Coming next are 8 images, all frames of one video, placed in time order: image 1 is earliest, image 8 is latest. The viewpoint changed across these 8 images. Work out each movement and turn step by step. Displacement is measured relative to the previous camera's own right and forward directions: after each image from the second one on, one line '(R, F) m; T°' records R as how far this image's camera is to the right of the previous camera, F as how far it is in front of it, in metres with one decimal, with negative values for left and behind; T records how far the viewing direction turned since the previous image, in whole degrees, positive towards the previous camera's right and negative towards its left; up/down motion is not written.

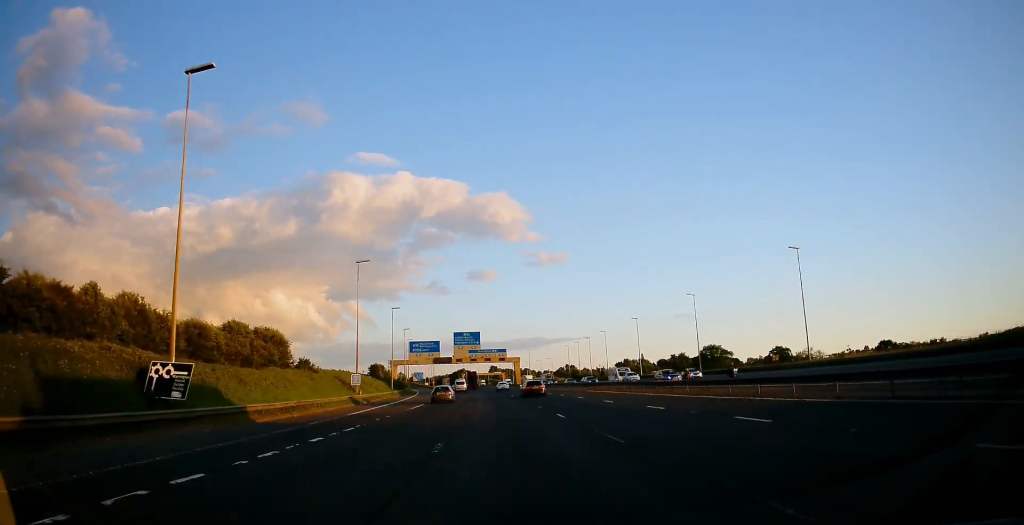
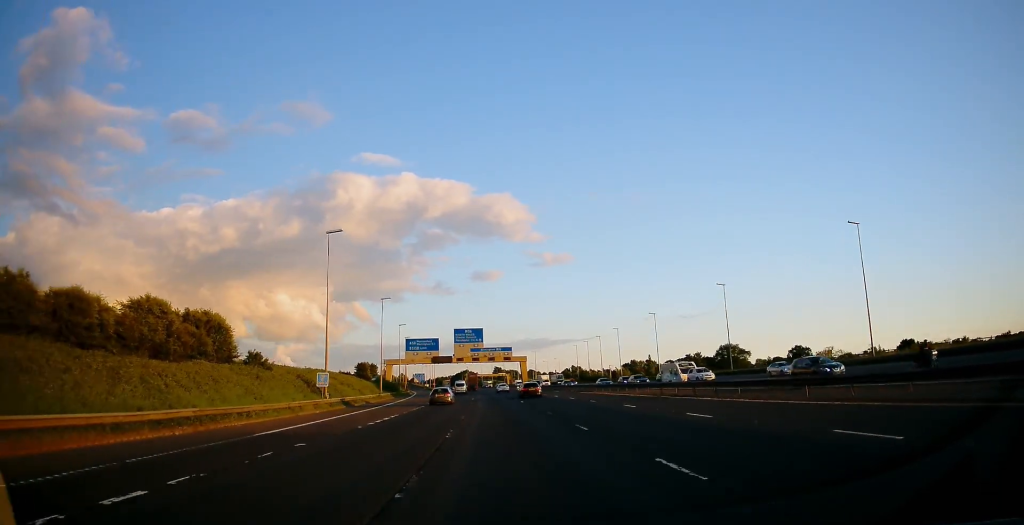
(0.0, +14.2) m; -1°
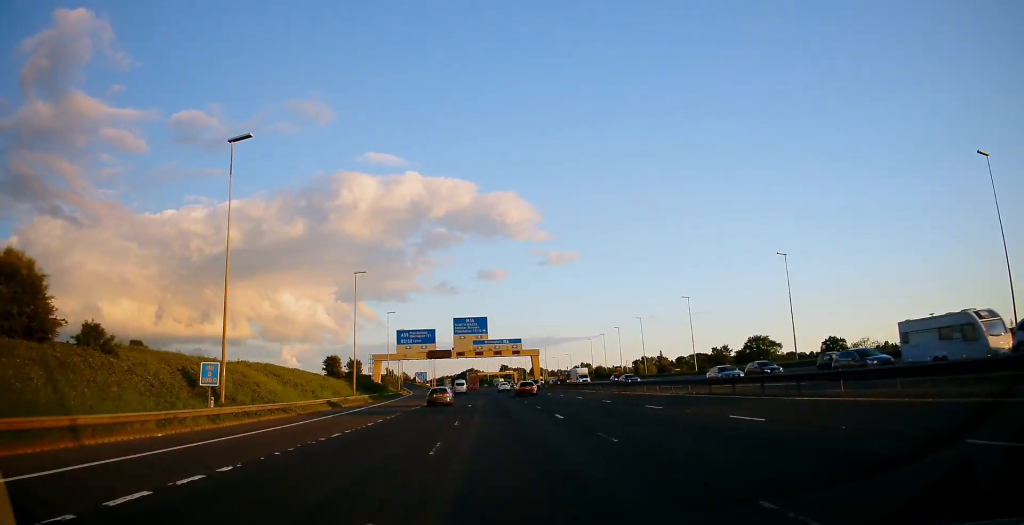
(-0.2, +21.6) m; -1°
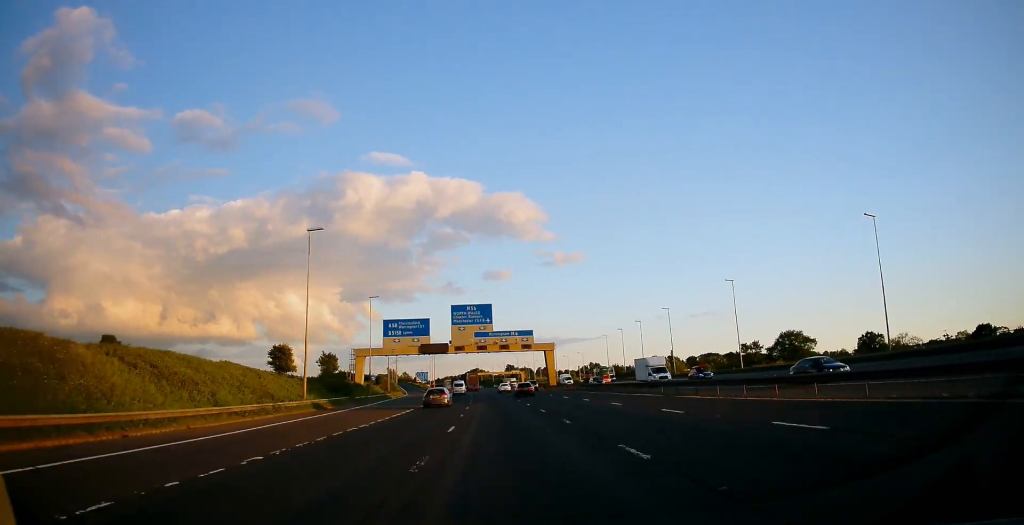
(-0.4, +20.1) m; 0°
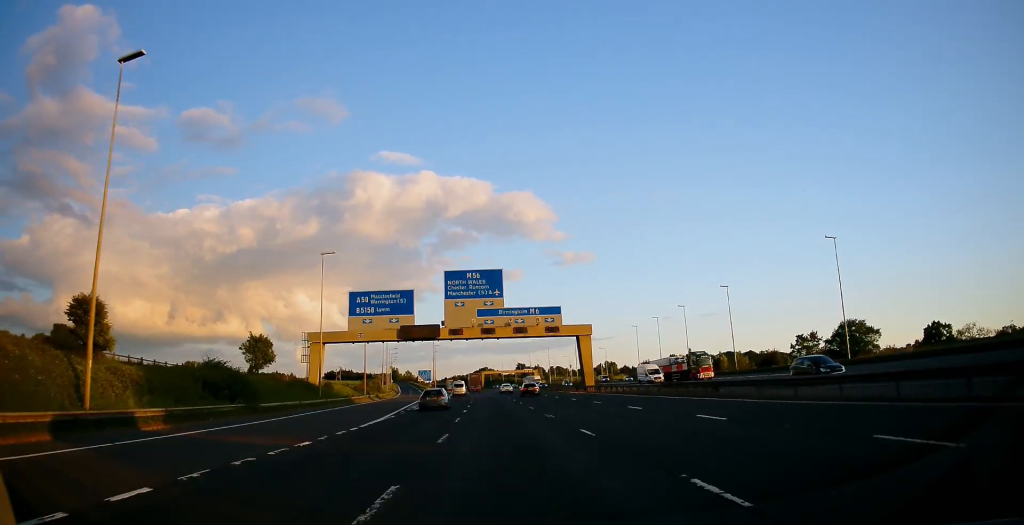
(+0.3, +30.9) m; 0°
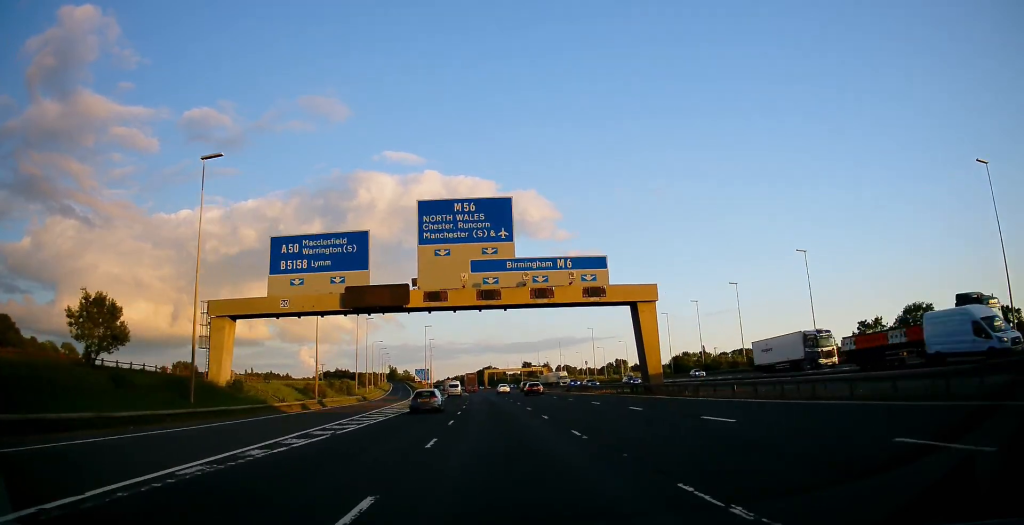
(-0.2, +27.1) m; -1°
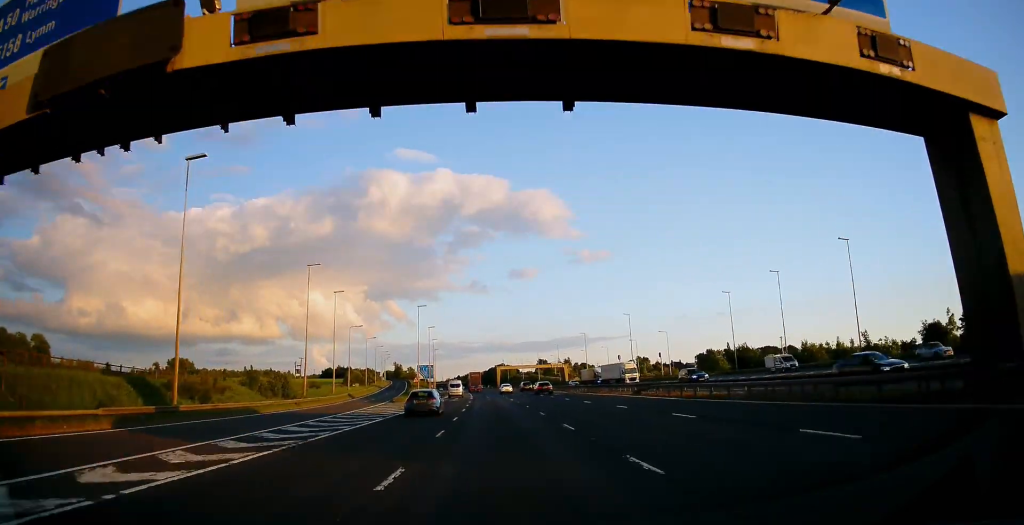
(-0.4, +33.3) m; -1°
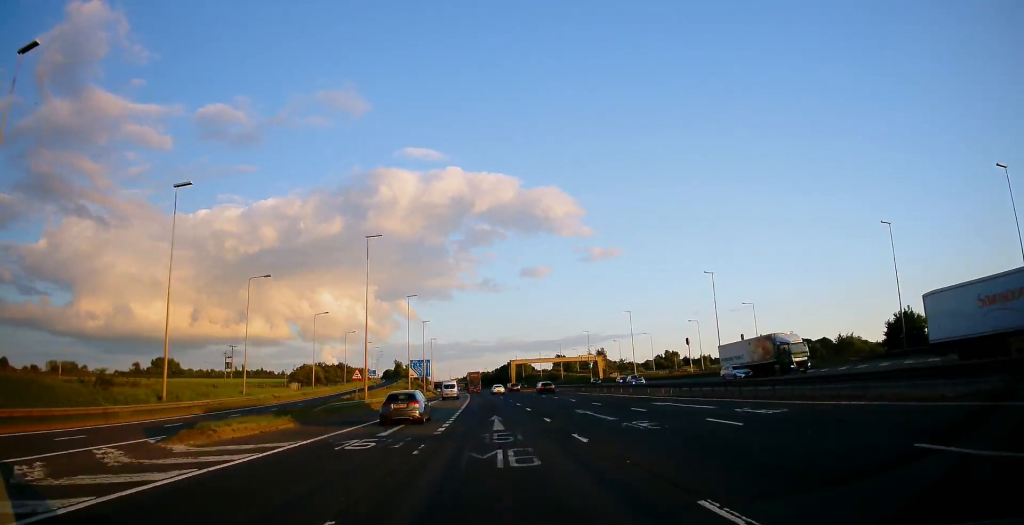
(-0.5, +49.0) m; -1°
